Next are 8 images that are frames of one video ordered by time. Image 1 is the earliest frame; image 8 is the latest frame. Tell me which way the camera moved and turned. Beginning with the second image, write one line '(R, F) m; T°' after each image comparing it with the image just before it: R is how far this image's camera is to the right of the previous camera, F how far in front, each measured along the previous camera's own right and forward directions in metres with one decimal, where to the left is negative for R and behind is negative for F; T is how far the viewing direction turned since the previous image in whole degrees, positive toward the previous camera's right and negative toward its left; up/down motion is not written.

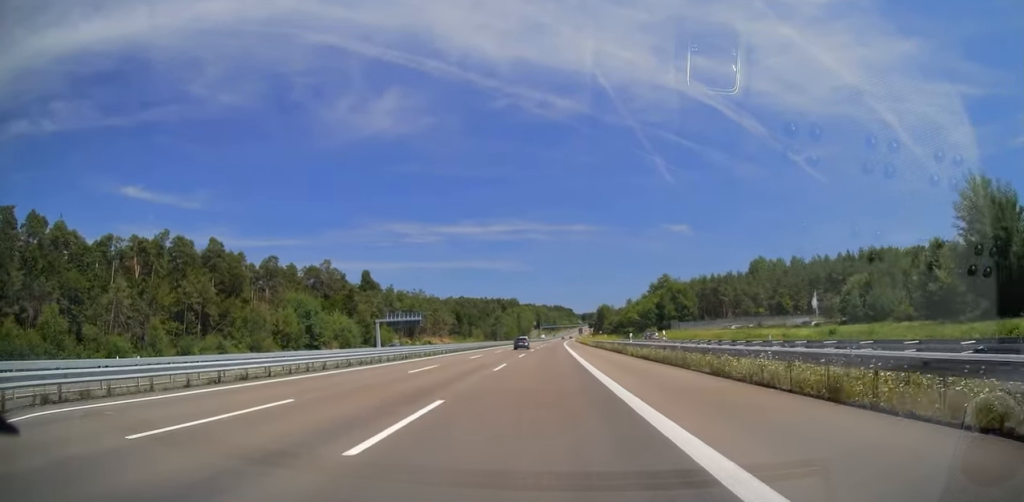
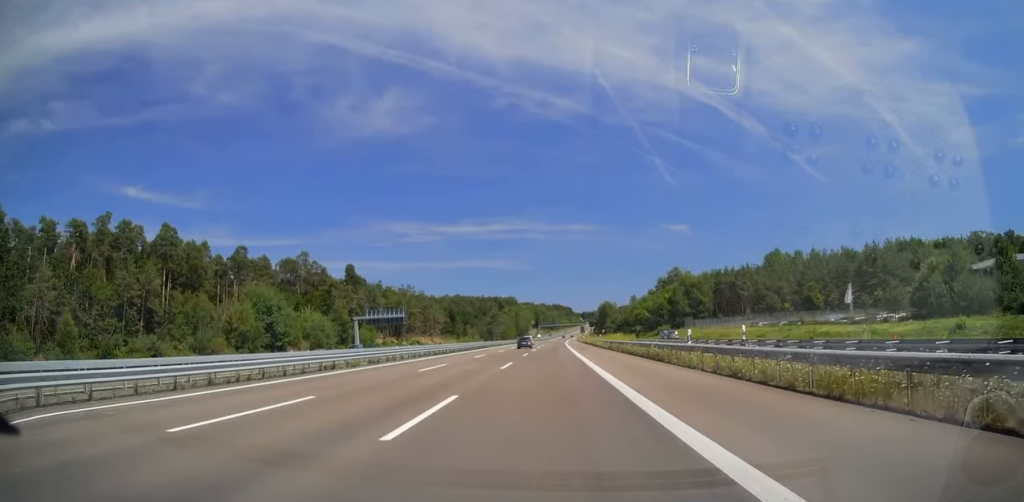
(-0.3, +17.0) m; 0°
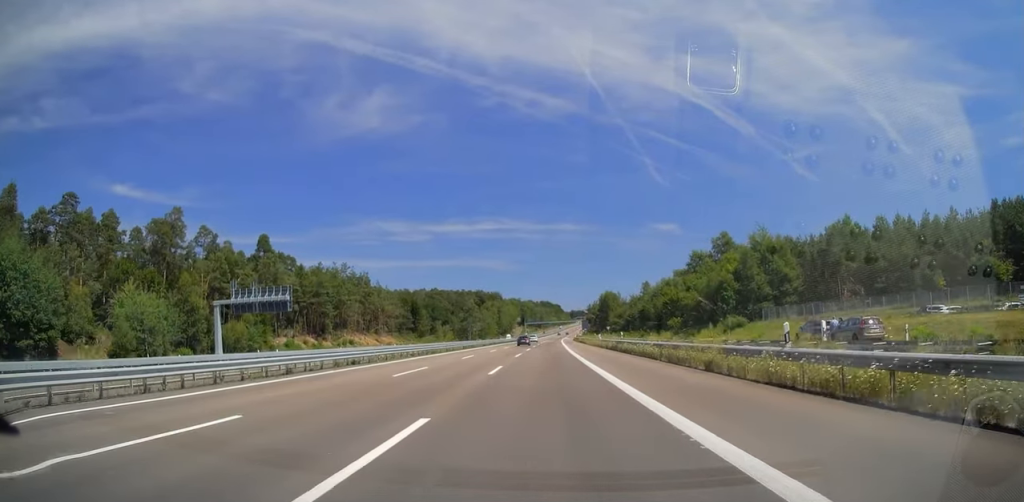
(+0.6, +57.5) m; +1°
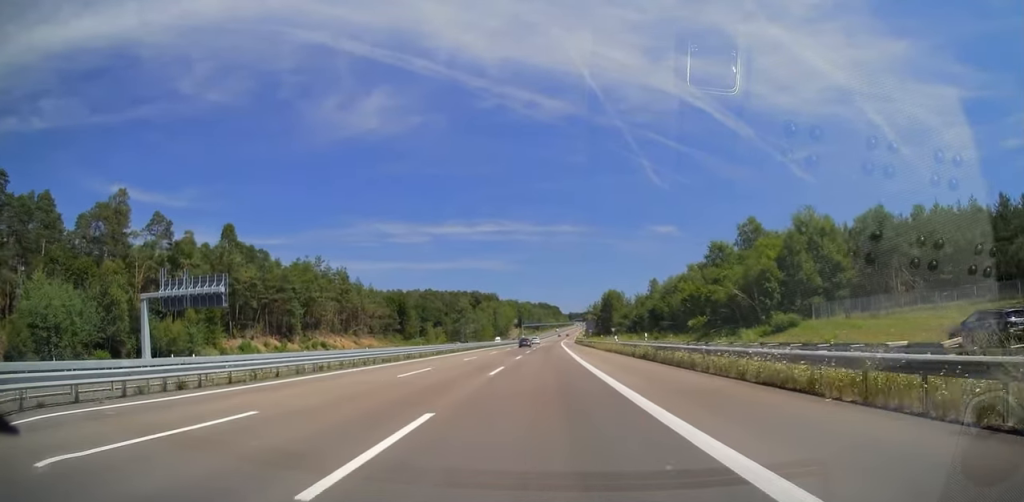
(0.0, +17.0) m; 0°
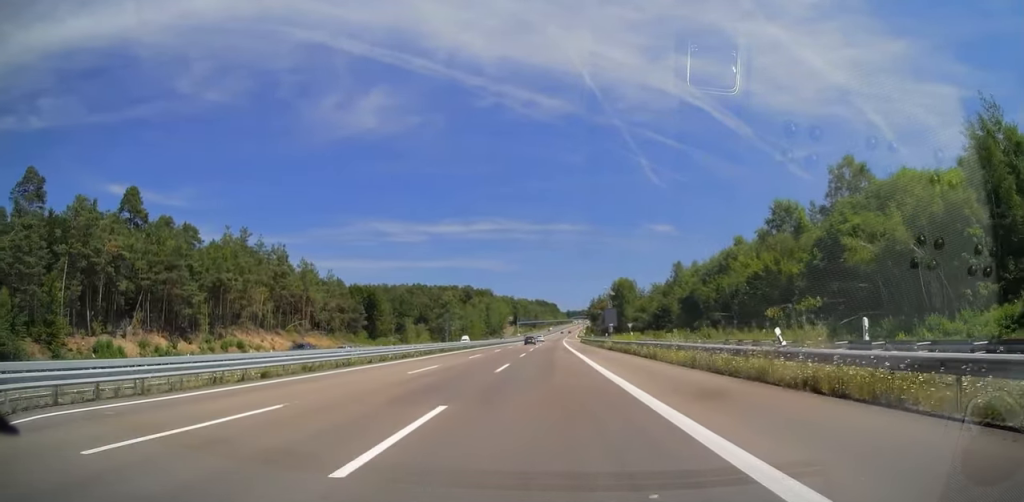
(0.0, +34.9) m; 0°
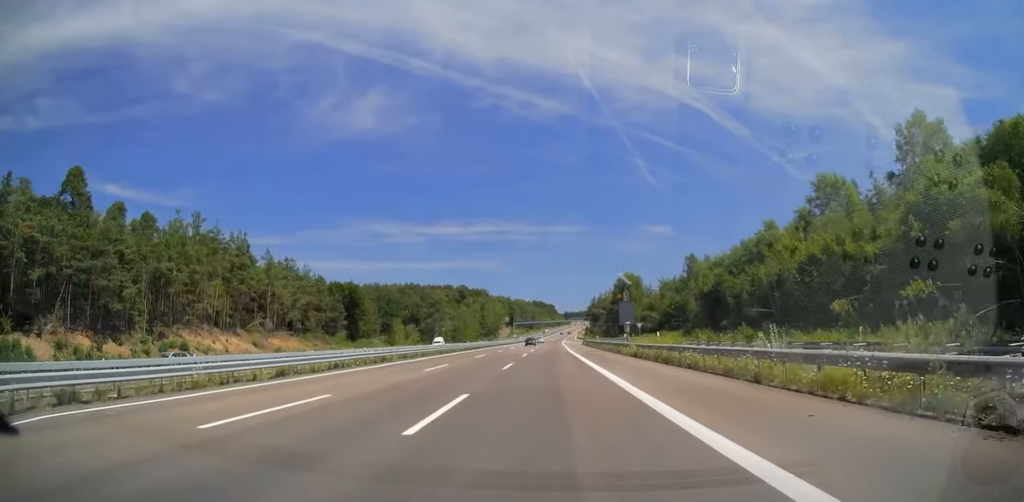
(-0.1, +15.1) m; 0°
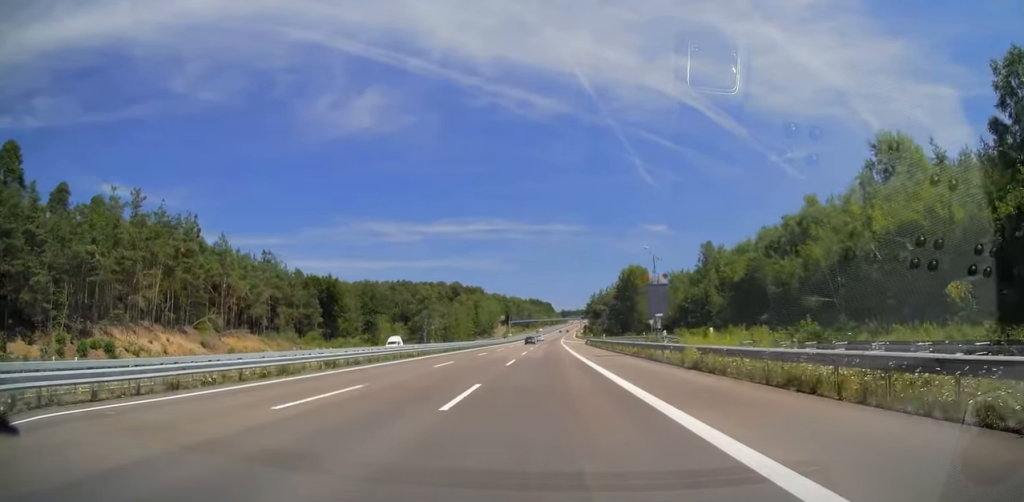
(+0.2, +15.1) m; +1°
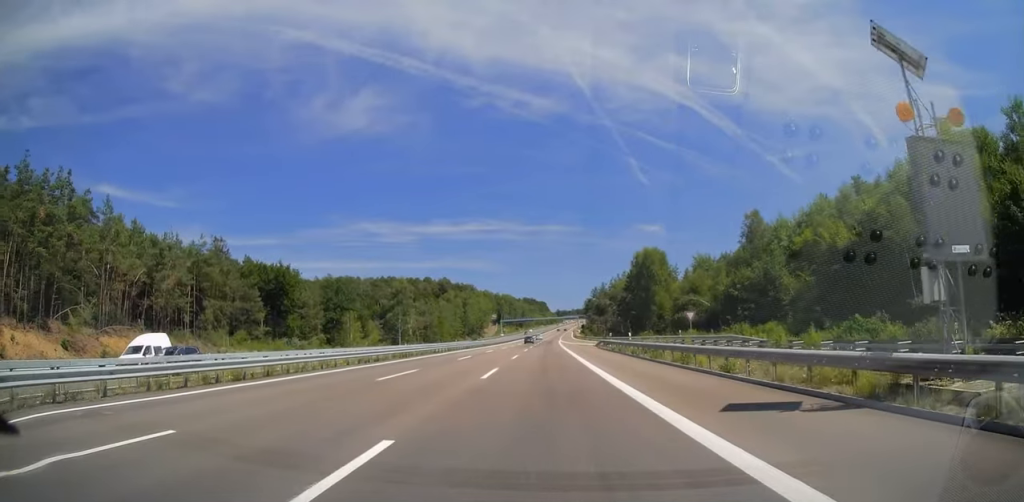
(+0.2, +27.3) m; +1°
